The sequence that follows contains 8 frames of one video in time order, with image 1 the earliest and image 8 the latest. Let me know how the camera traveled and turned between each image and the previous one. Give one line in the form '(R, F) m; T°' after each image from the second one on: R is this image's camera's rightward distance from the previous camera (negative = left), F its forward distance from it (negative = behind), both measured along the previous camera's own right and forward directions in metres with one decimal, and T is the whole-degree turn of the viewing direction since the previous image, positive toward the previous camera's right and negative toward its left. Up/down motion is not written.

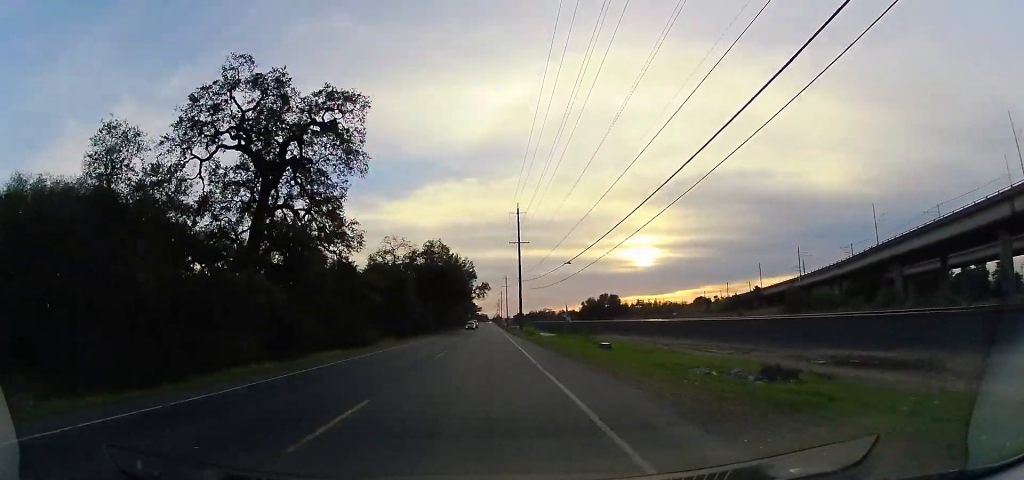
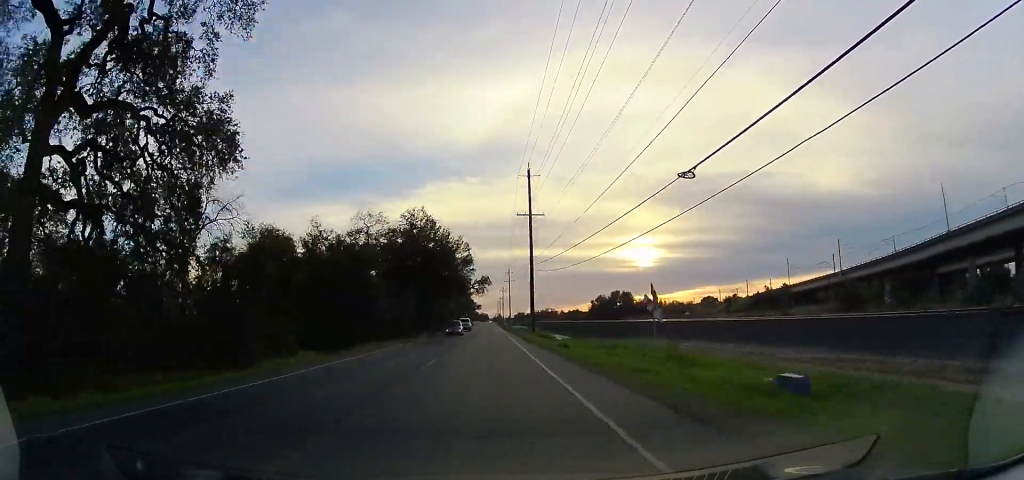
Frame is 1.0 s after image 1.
(-0.3, +20.3) m; 0°
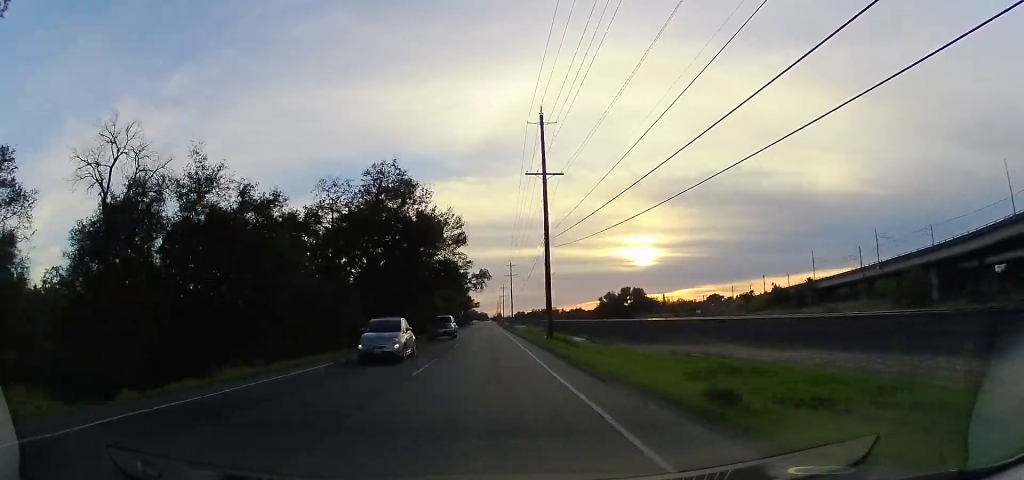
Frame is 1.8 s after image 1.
(+0.3, +16.3) m; +1°
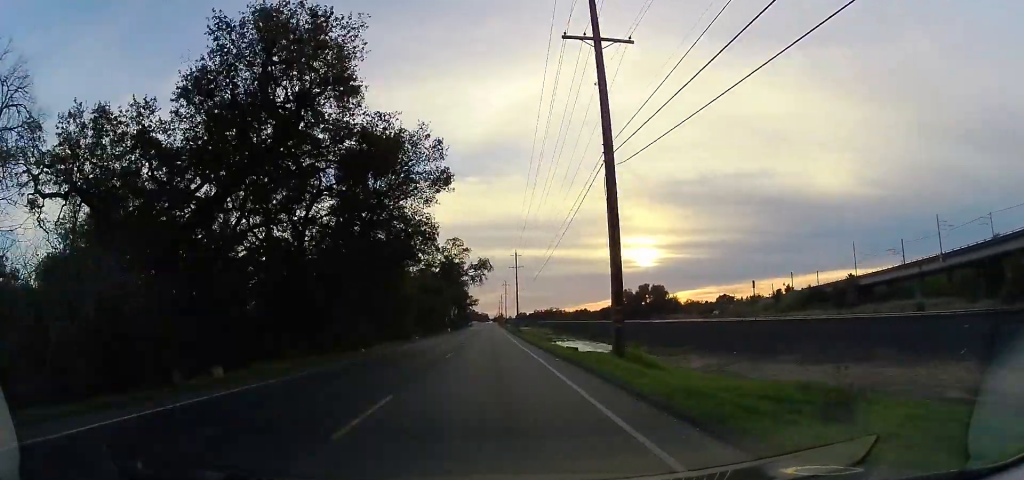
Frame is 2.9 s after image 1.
(+0.1, +21.9) m; -1°
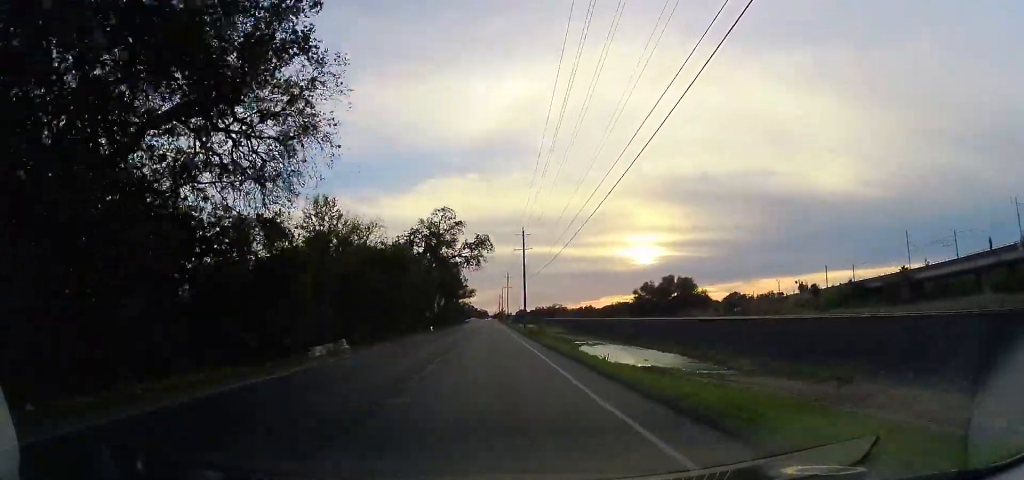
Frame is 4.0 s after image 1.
(-0.4, +23.5) m; -1°
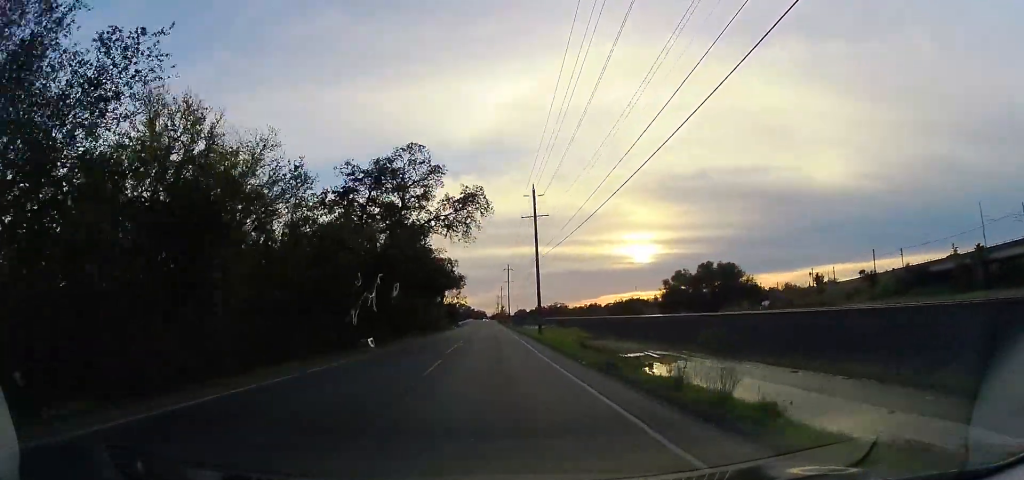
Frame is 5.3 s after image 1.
(+0.2, +27.7) m; +1°
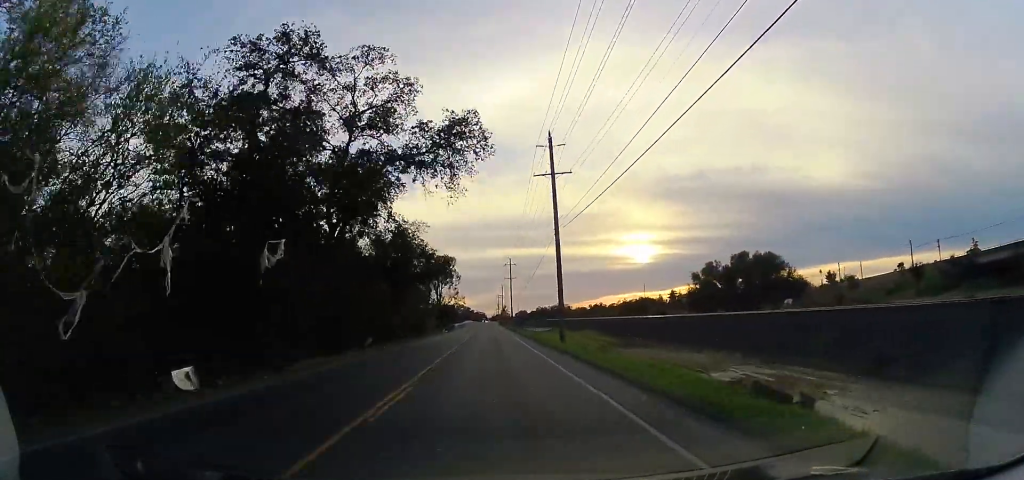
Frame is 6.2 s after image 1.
(+0.2, +17.6) m; 0°
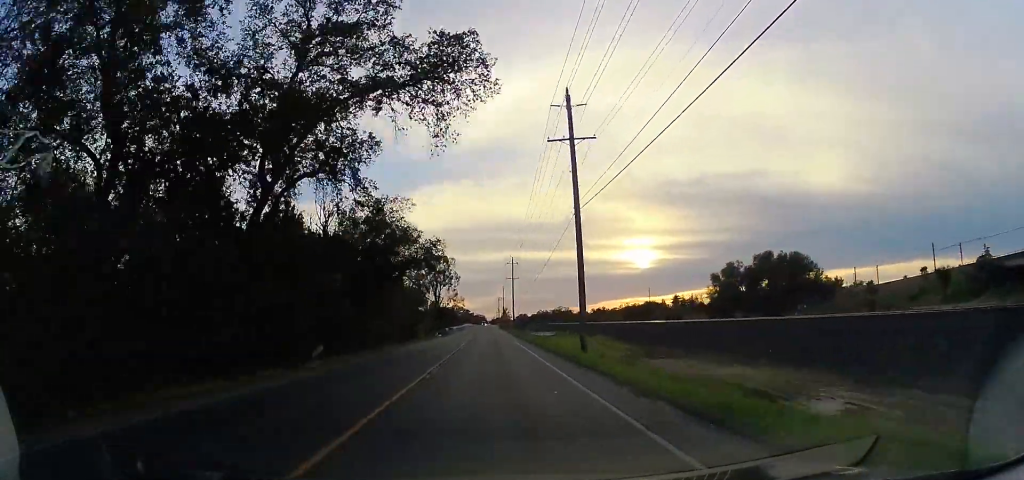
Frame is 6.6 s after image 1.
(0.0, +9.3) m; 0°
